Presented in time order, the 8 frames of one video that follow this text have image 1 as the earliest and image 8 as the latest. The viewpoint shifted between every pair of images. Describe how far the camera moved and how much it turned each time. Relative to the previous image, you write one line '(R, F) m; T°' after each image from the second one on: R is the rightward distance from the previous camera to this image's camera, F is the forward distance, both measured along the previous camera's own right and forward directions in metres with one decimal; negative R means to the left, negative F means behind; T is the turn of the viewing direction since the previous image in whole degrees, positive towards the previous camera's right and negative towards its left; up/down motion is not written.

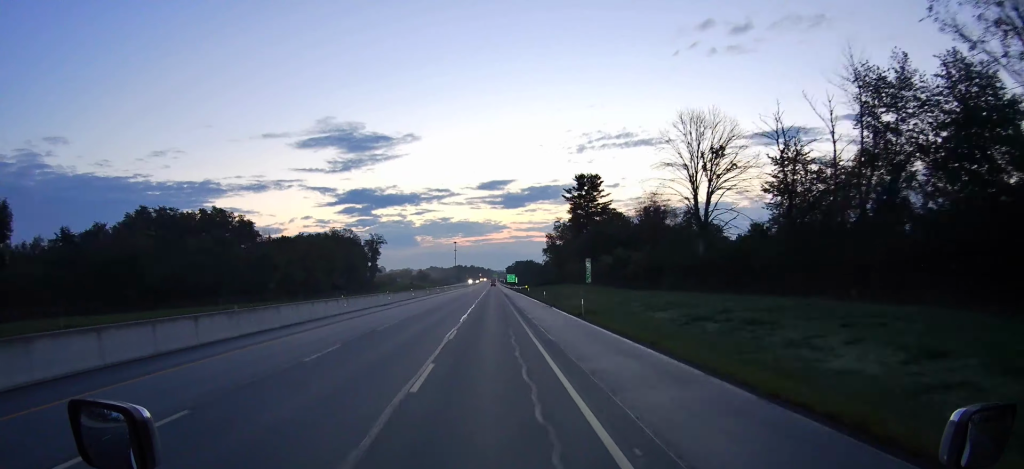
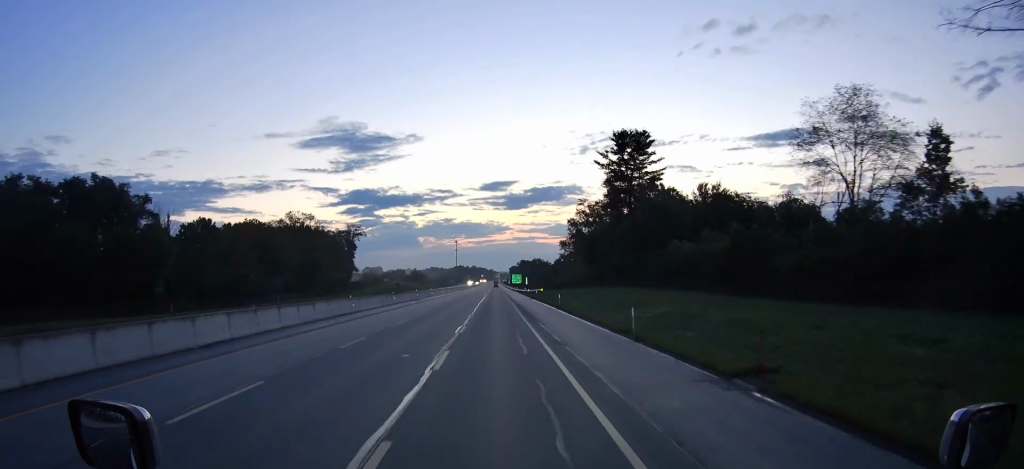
(-0.2, +44.8) m; 0°
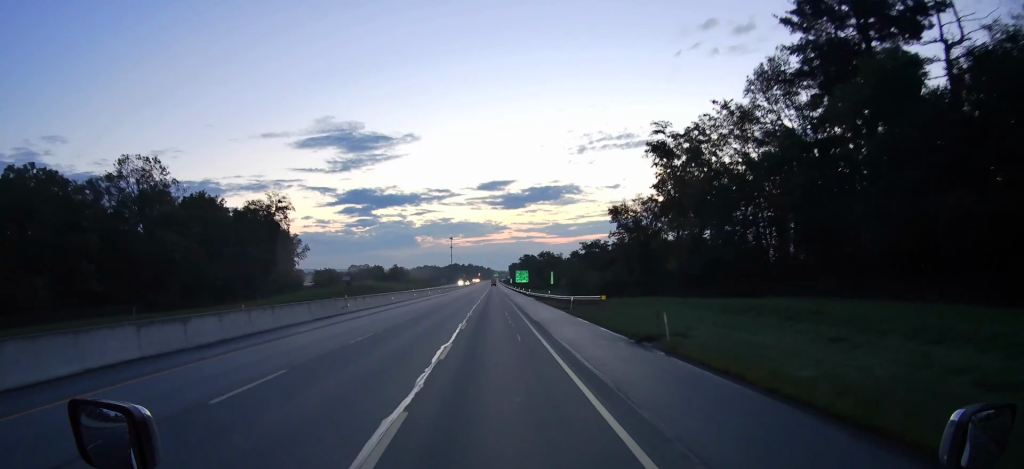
(0.0, +70.6) m; 0°
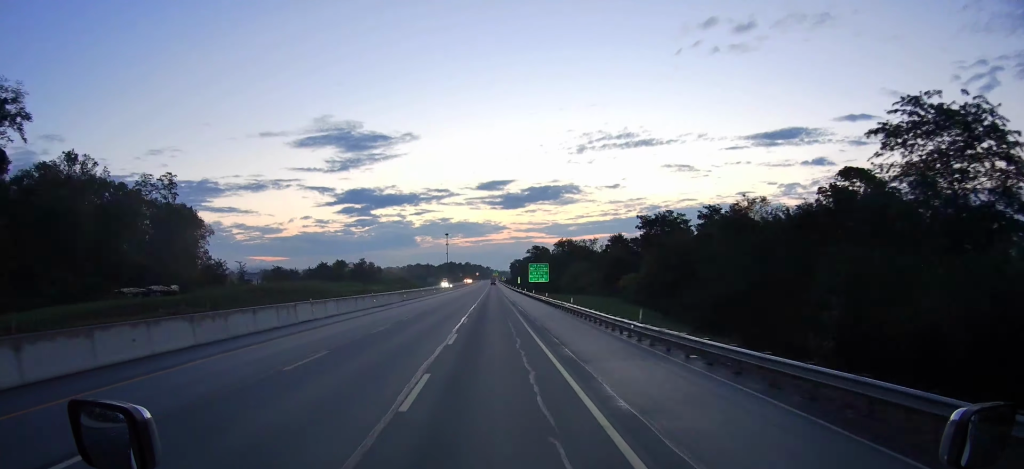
(+0.2, +79.5) m; 0°
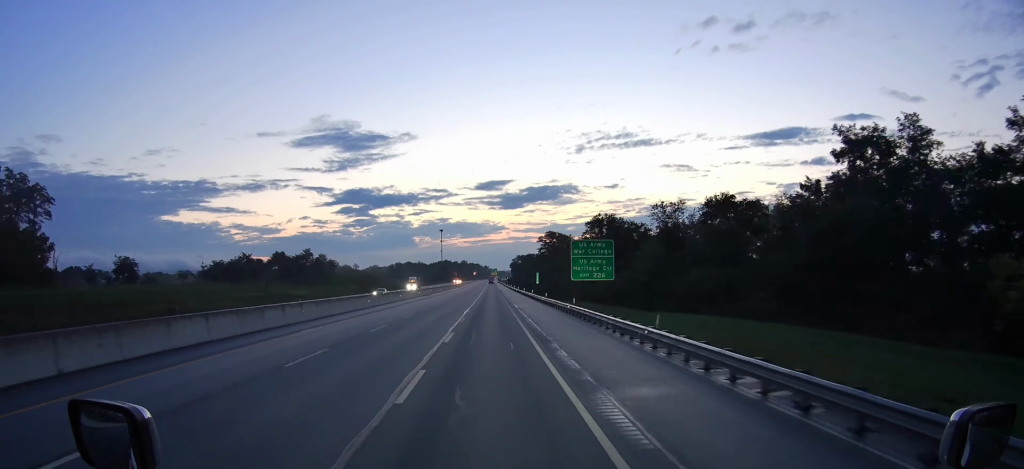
(+0.1, +71.3) m; 0°
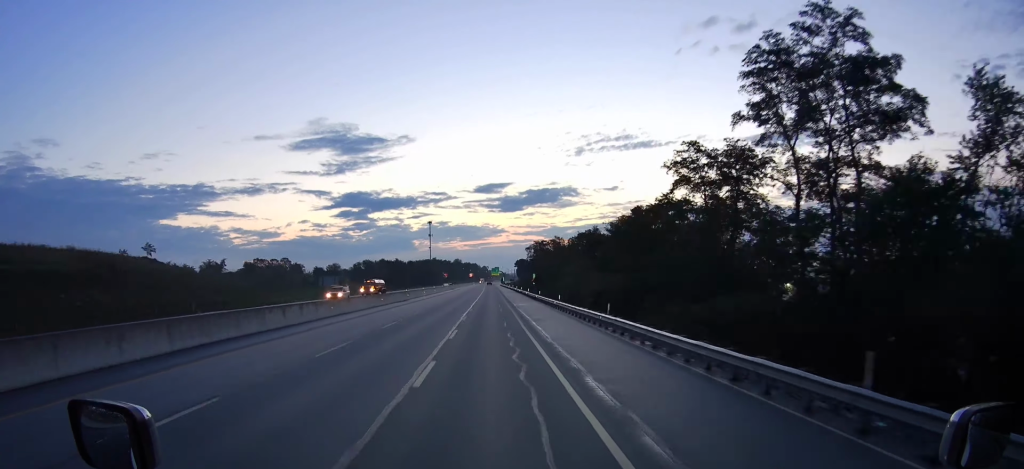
(-0.1, +154.1) m; 0°
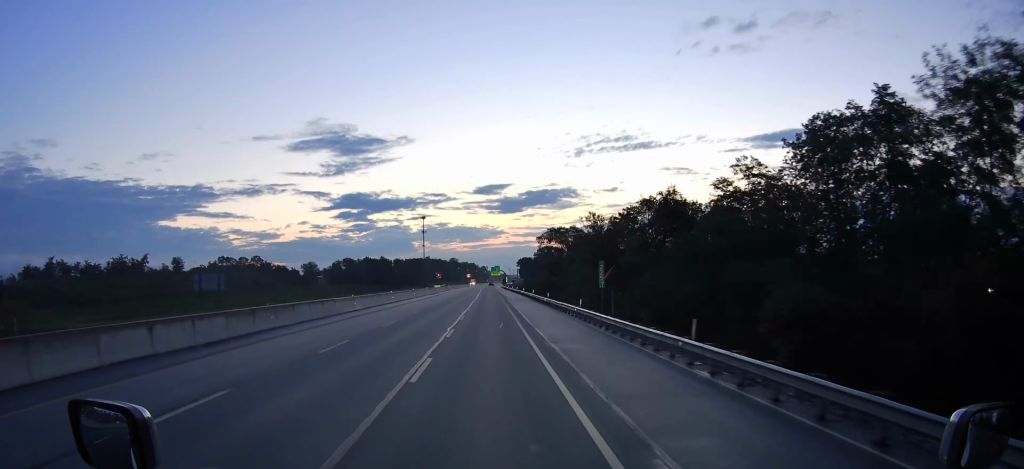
(-0.1, +59.7) m; 0°
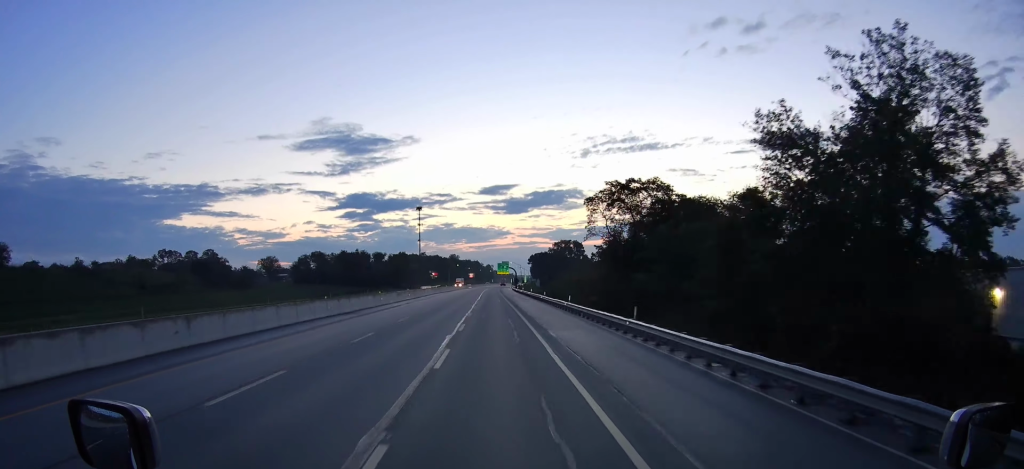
(0.0, +82.1) m; 0°
